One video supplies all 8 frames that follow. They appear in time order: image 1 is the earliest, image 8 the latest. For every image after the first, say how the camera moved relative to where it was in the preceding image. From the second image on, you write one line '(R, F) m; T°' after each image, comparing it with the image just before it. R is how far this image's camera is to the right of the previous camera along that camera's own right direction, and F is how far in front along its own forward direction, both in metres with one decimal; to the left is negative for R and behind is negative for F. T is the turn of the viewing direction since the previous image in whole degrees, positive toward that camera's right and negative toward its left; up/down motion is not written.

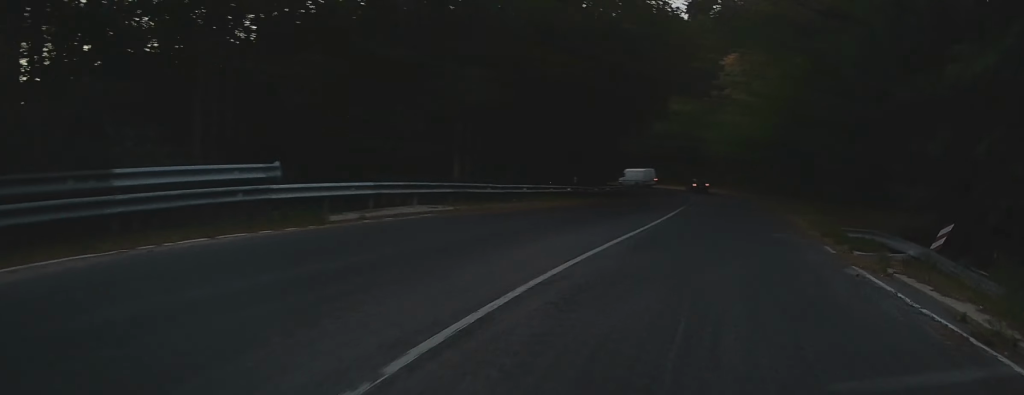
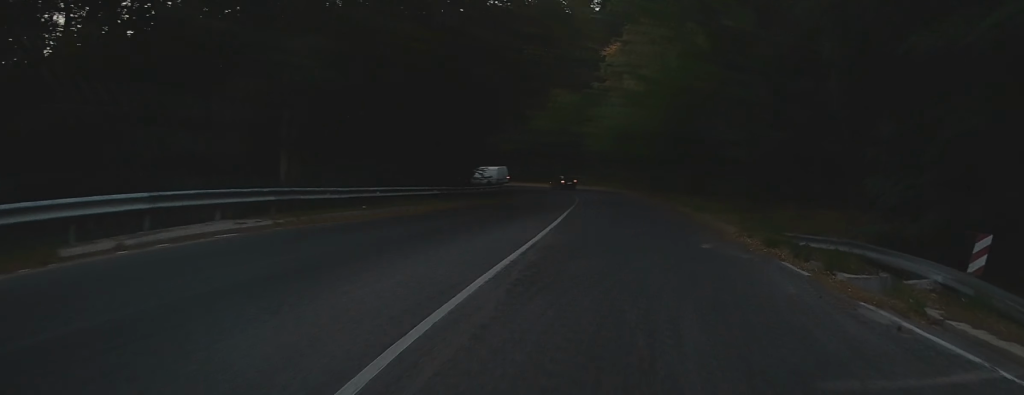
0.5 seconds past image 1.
(+0.4, +4.7) m; +5°
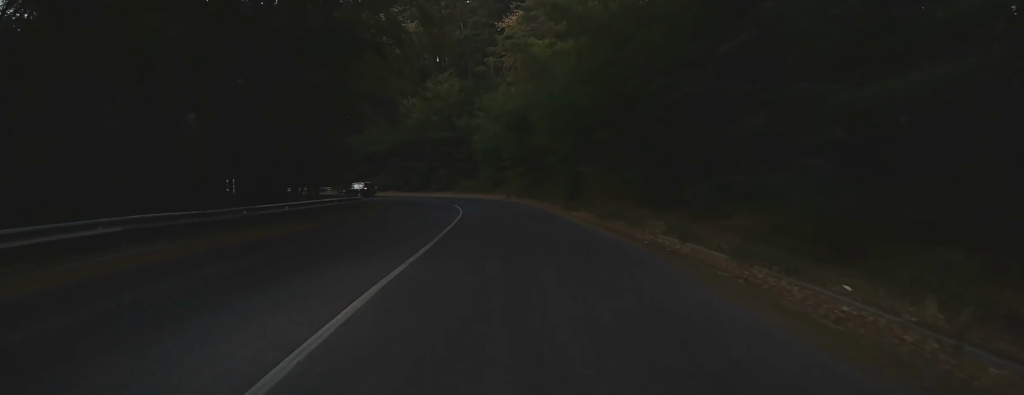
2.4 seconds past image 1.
(+0.8, +16.0) m; +3°
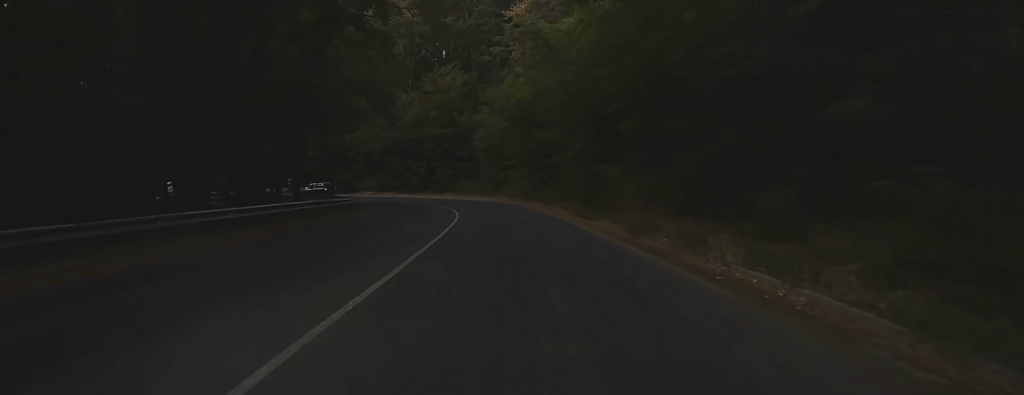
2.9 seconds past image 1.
(-0.1, +4.8) m; 0°
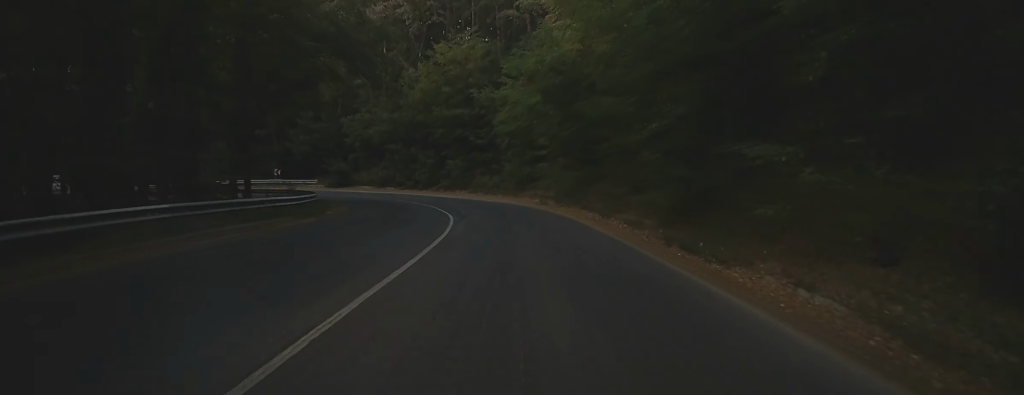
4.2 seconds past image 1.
(+0.2, +12.0) m; +2°
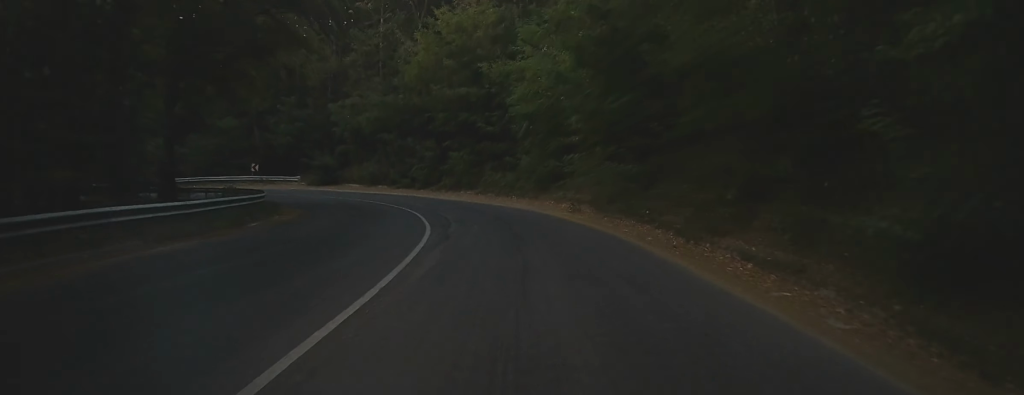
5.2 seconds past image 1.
(+0.1, +9.7) m; -1°
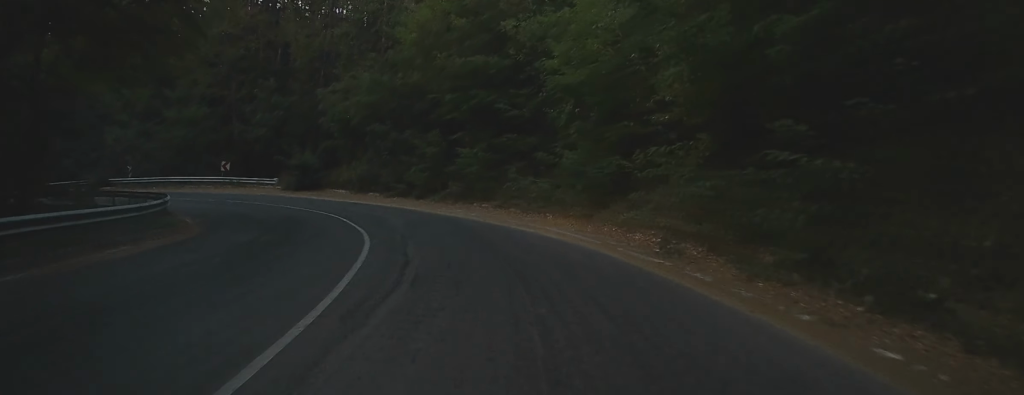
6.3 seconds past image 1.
(-0.4, +11.3) m; -5°
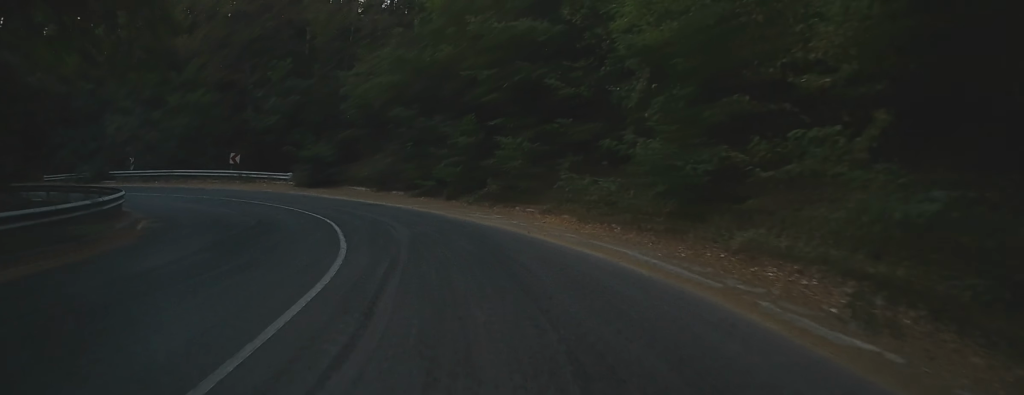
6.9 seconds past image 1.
(0.0, +5.6) m; -7°
